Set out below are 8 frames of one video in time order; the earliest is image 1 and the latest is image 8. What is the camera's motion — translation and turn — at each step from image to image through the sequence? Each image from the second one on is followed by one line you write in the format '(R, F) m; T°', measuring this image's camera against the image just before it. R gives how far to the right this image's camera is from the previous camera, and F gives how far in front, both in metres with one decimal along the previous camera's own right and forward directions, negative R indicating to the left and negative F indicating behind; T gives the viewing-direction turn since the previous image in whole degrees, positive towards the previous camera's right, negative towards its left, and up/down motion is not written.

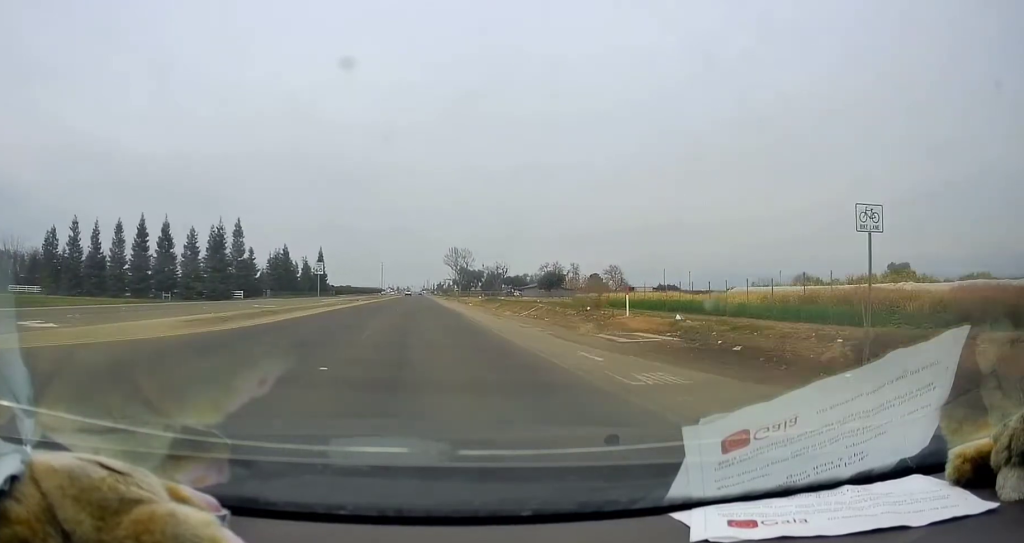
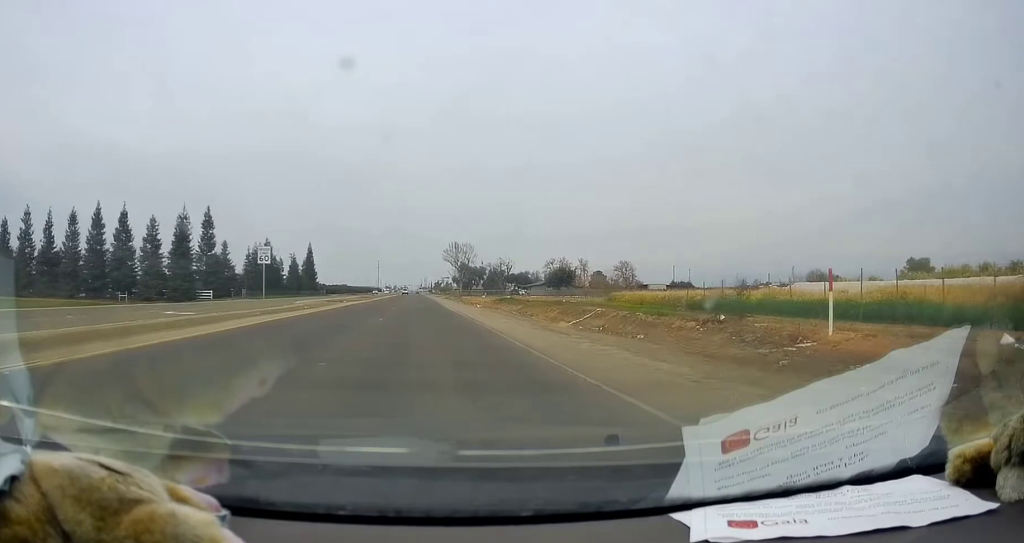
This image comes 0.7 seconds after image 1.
(+0.6, +14.2) m; 0°
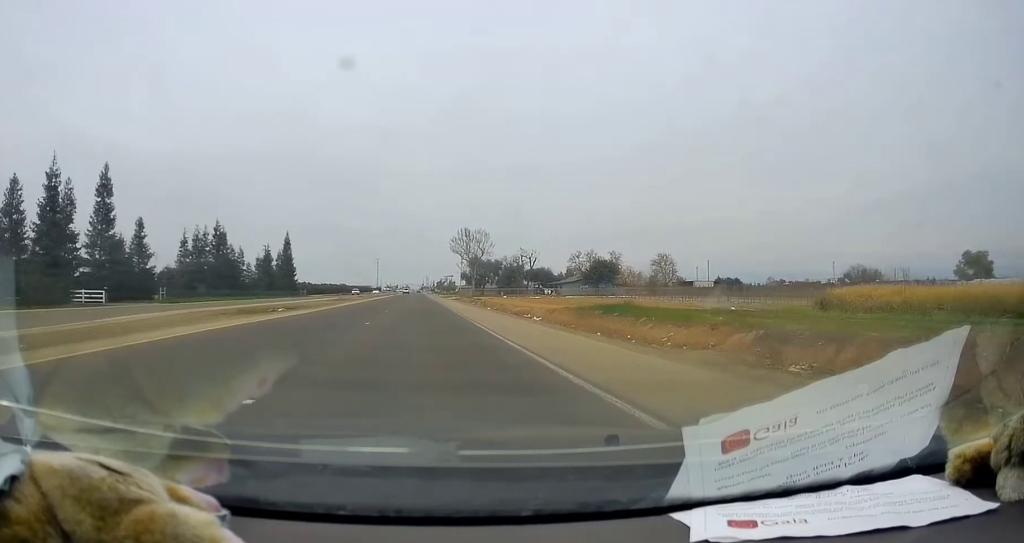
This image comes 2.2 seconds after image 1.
(-1.2, +33.0) m; -2°
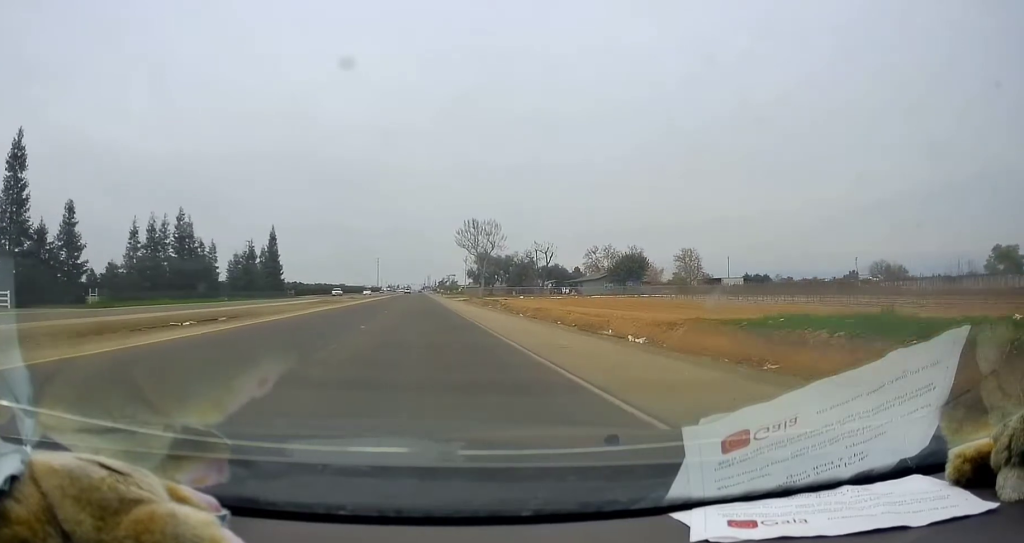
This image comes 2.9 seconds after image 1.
(0.0, +15.1) m; 0°
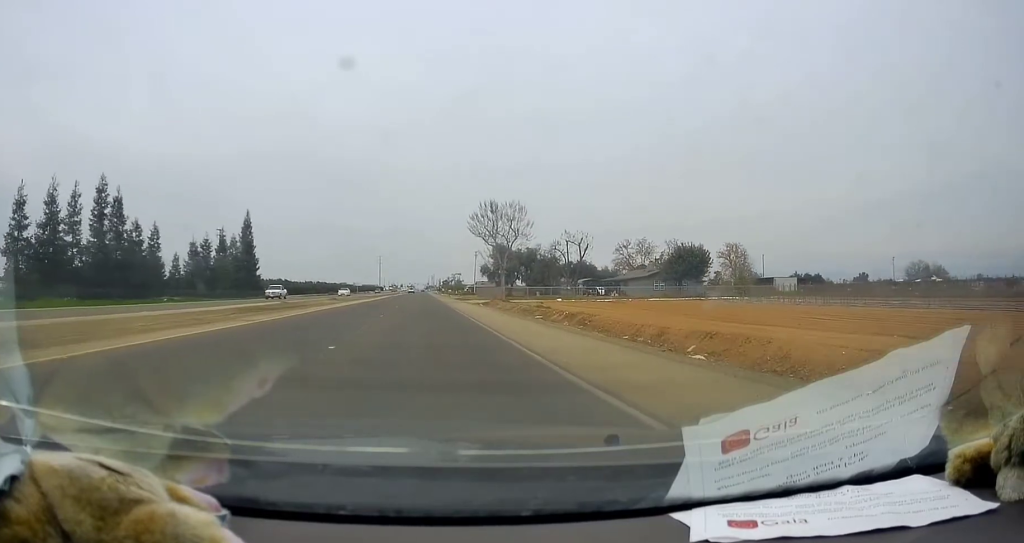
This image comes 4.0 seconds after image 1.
(0.0, +23.1) m; 0°
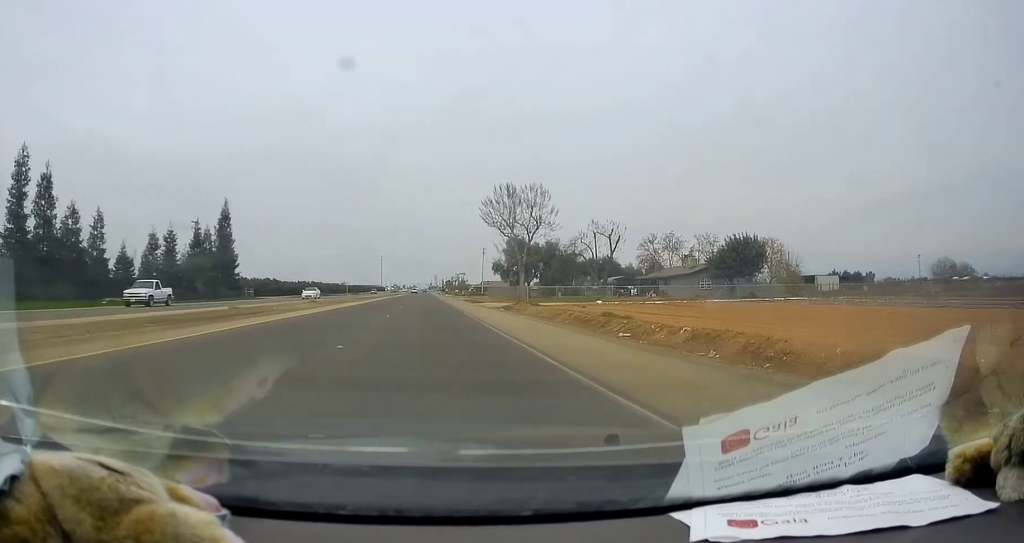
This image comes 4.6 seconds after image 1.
(-0.1, +14.4) m; +1°
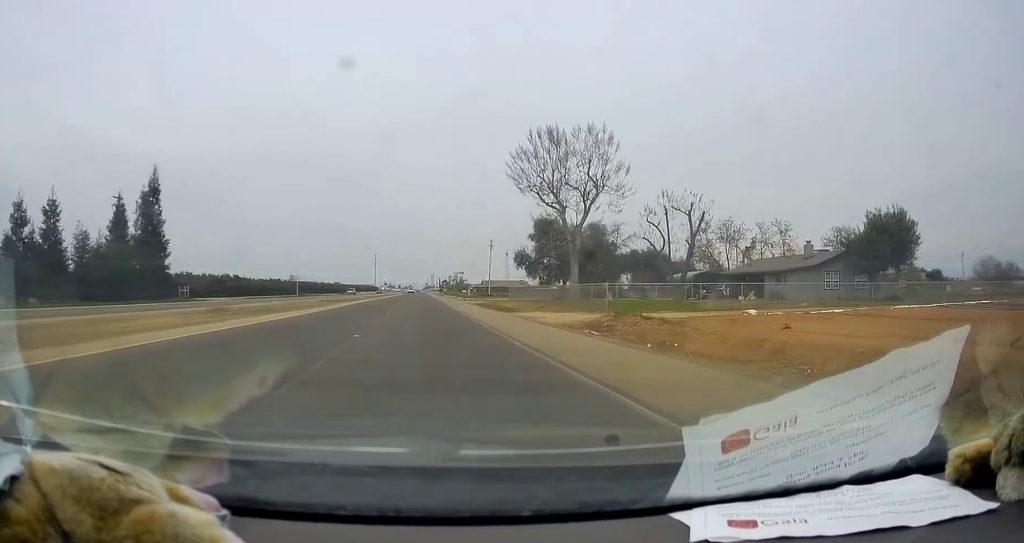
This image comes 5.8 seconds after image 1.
(+0.4, +25.9) m; 0°
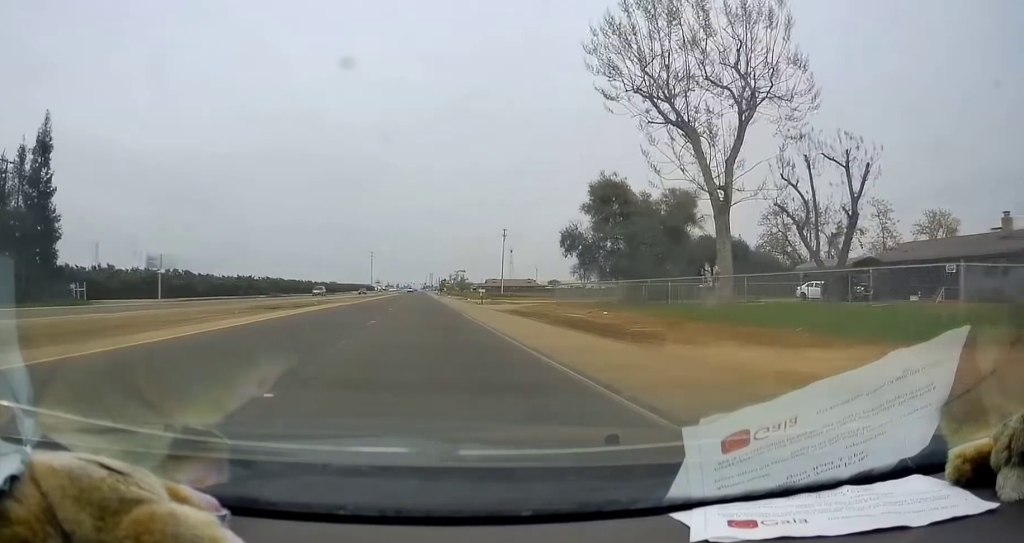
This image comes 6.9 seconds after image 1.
(-0.5, +23.8) m; -1°
